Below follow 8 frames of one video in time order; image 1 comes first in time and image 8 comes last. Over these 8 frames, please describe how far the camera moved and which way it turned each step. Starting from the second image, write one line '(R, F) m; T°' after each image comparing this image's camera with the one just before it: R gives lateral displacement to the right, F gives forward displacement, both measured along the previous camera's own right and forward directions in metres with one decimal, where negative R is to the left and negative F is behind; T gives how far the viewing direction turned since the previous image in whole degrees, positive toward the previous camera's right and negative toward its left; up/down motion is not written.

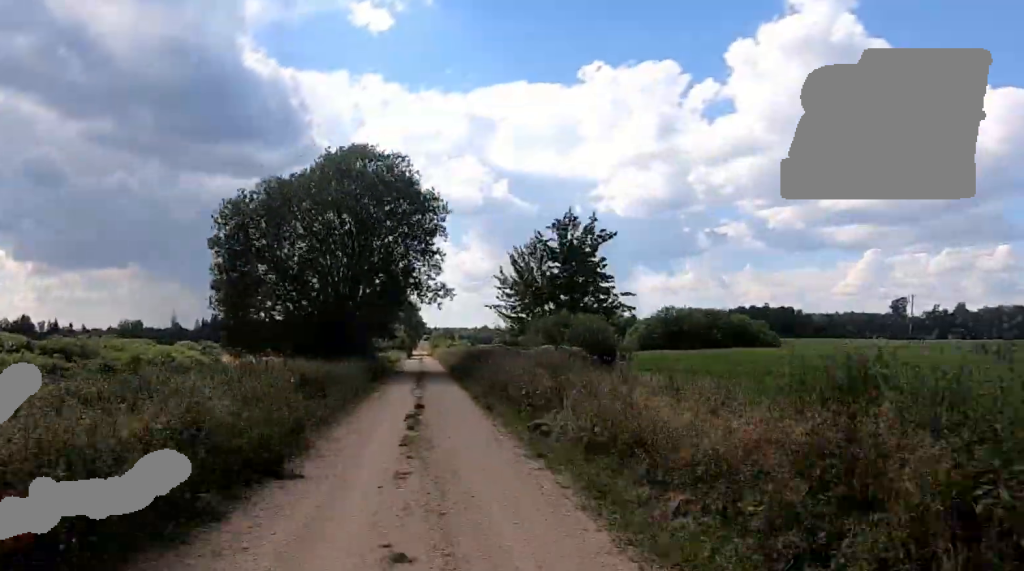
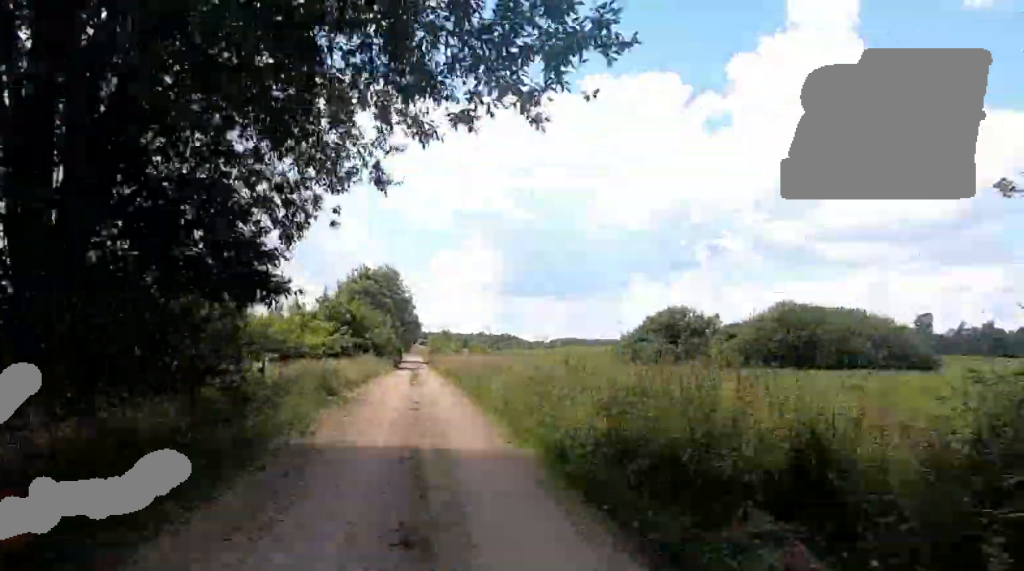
(-0.6, +28.7) m; -2°
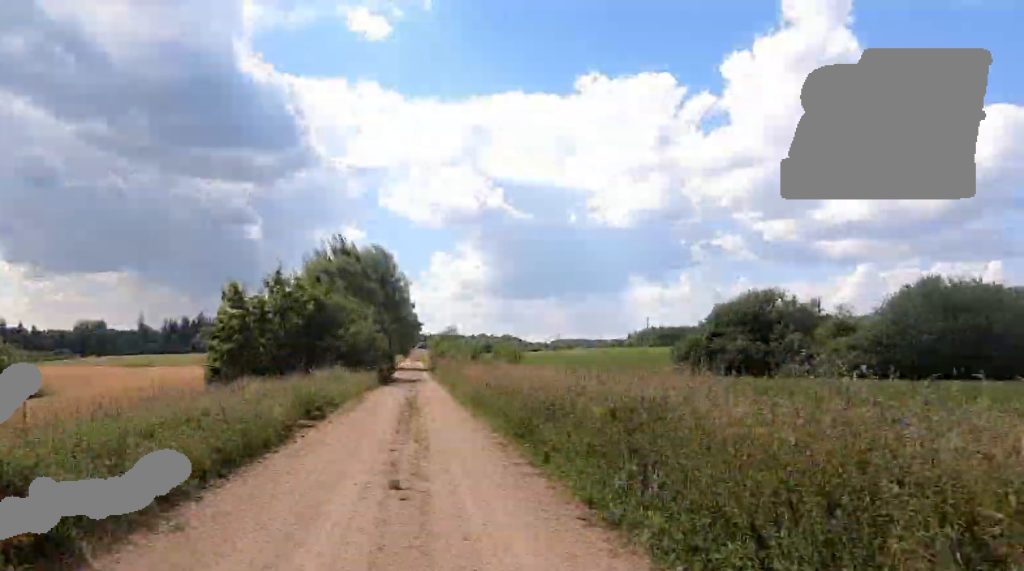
(-0.2, +16.3) m; 0°
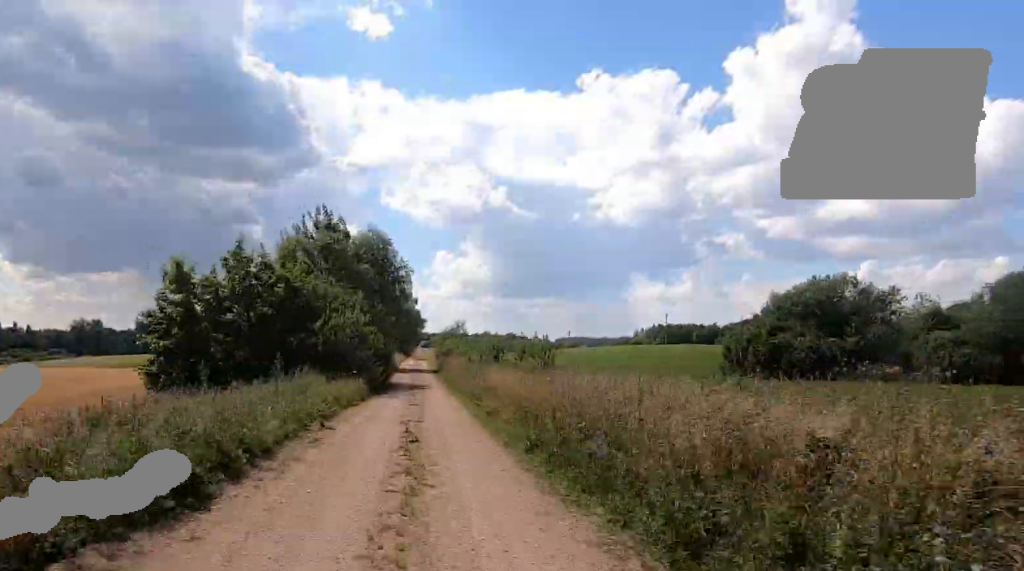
(+0.1, +8.0) m; 0°
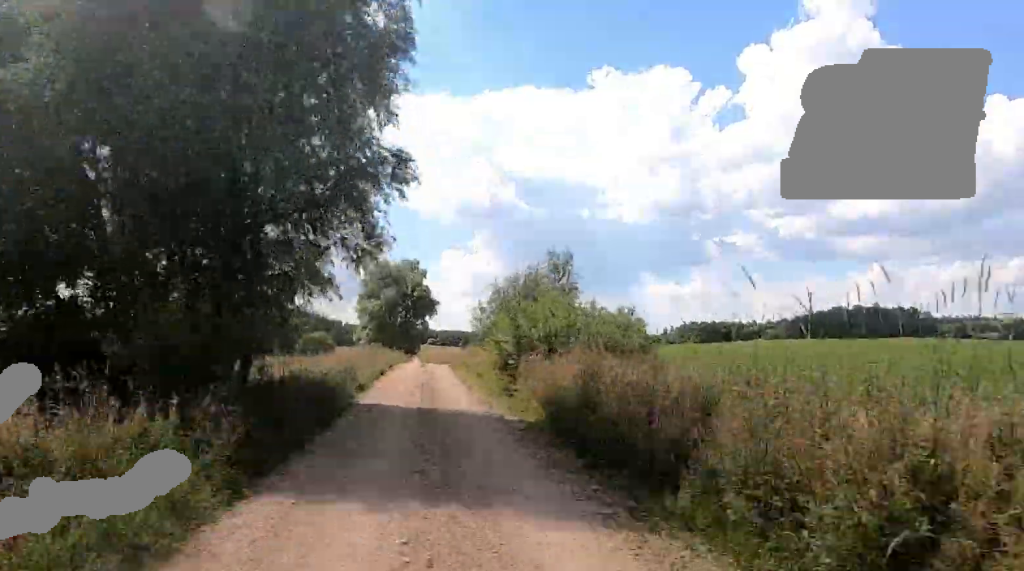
(+0.6, +41.3) m; +1°
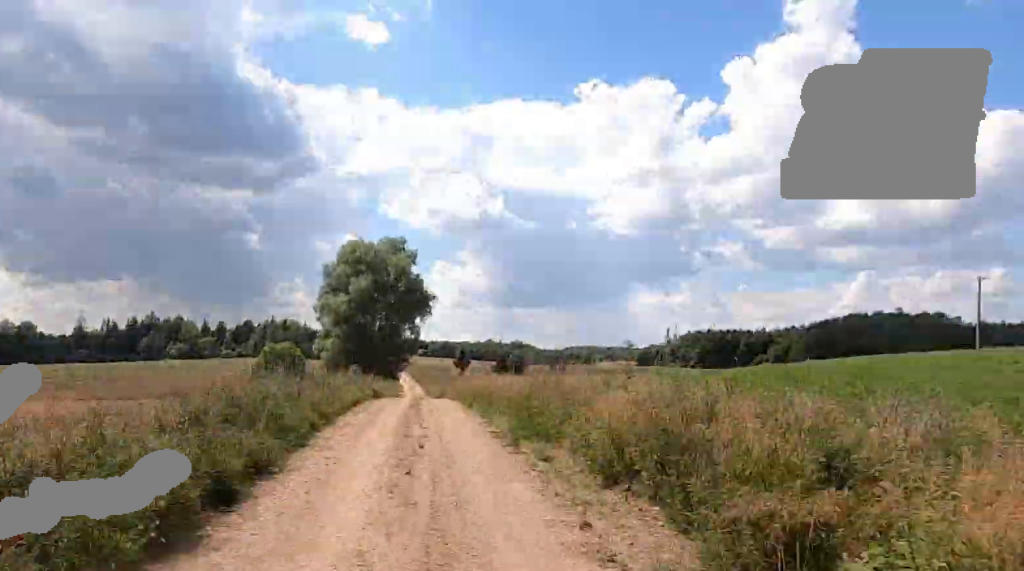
(-0.1, +25.7) m; 0°
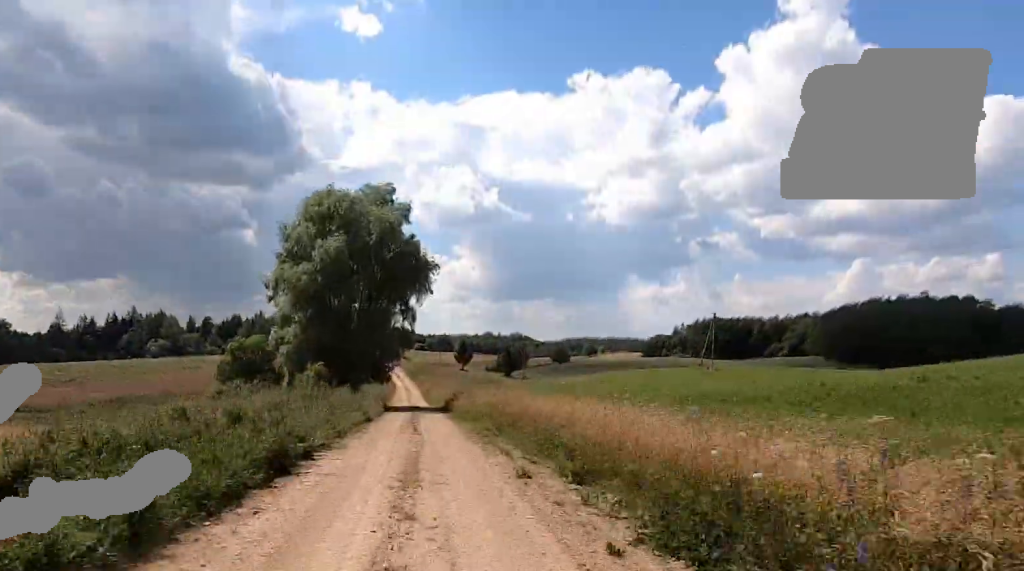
(+0.1, +17.7) m; 0°
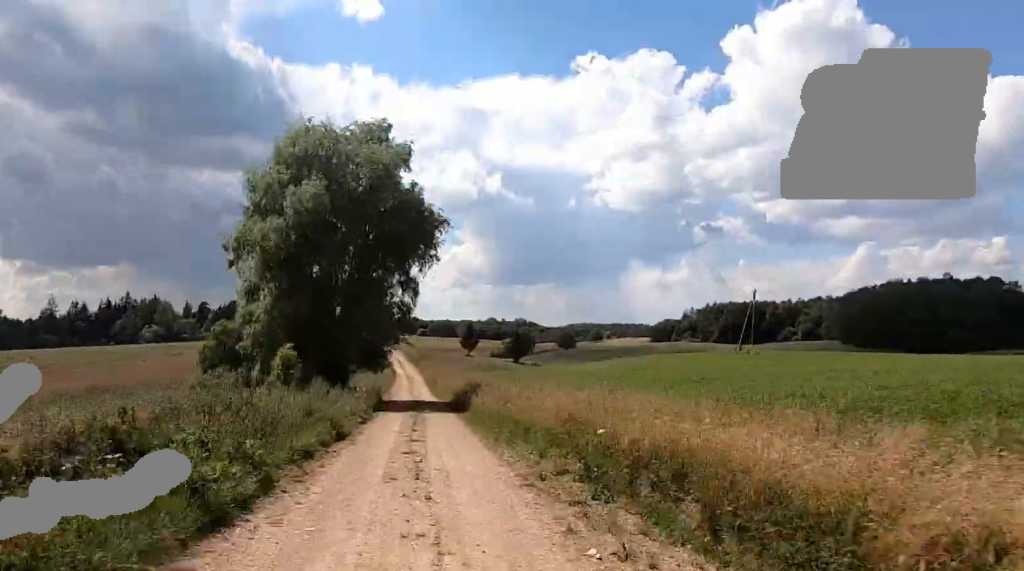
(+0.1, +9.3) m; 0°
